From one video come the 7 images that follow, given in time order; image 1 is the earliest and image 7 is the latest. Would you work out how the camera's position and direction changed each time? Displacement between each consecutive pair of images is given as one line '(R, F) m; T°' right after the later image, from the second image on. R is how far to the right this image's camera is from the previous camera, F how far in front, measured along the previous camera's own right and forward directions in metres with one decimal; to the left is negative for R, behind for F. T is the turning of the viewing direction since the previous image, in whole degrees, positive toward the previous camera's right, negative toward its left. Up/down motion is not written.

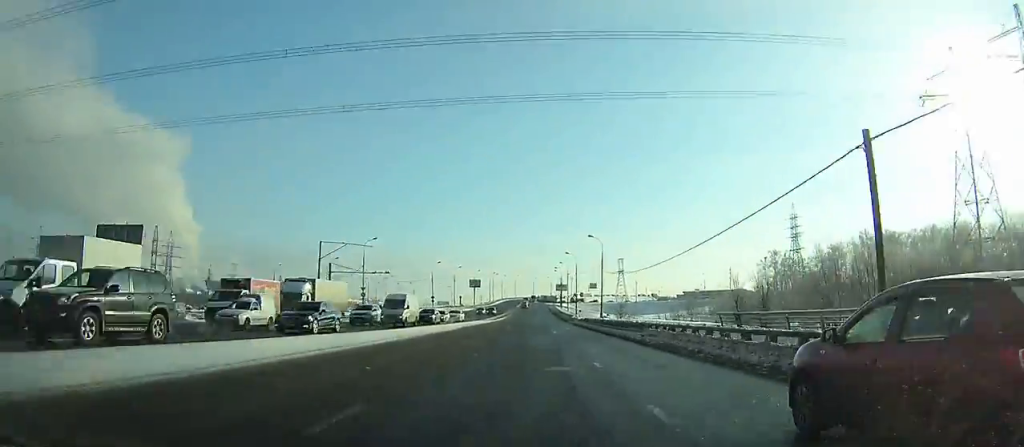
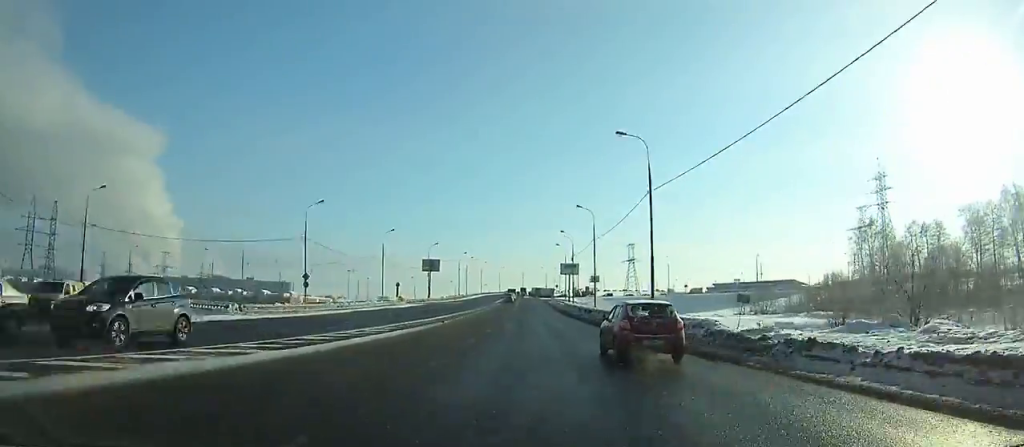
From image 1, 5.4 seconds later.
(+1.3, +73.4) m; +2°
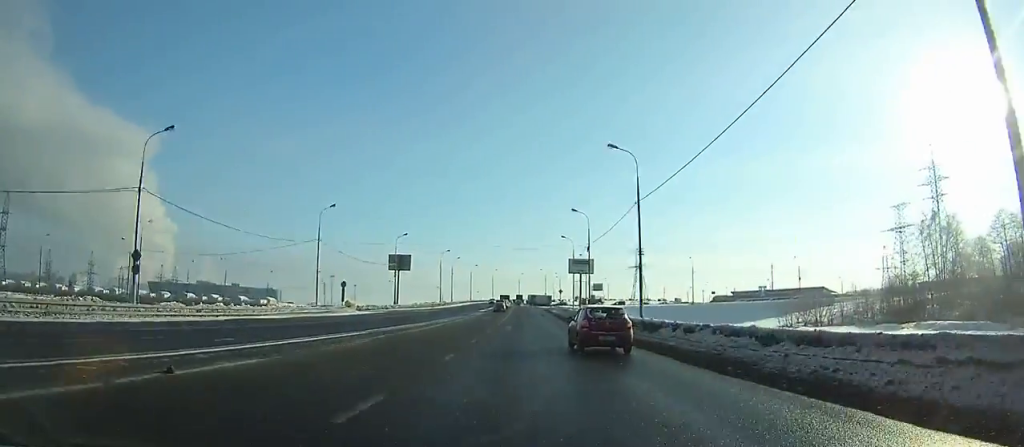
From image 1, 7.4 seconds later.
(+0.1, +29.9) m; 0°
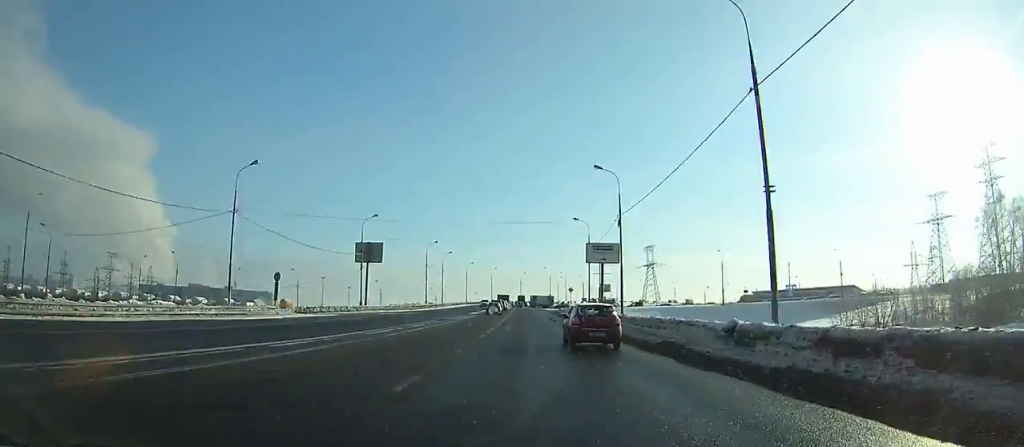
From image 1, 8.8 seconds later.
(0.0, +20.8) m; 0°
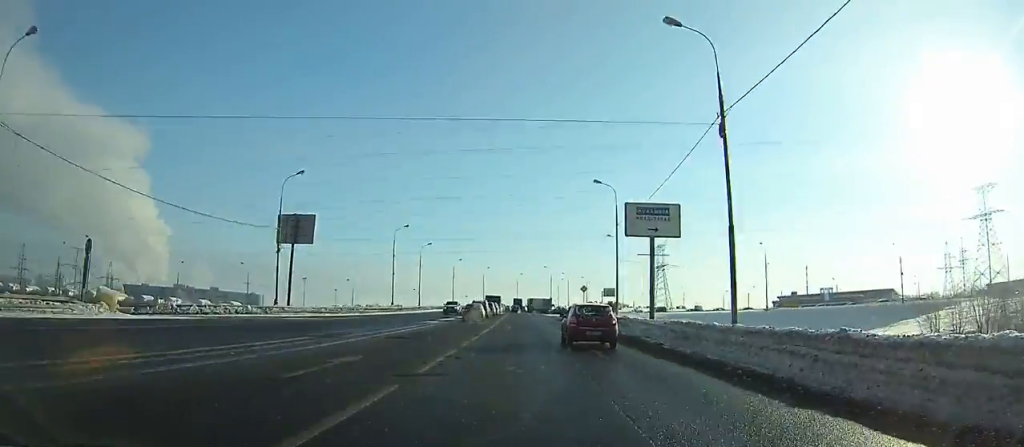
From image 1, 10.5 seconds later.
(-0.1, +25.0) m; 0°
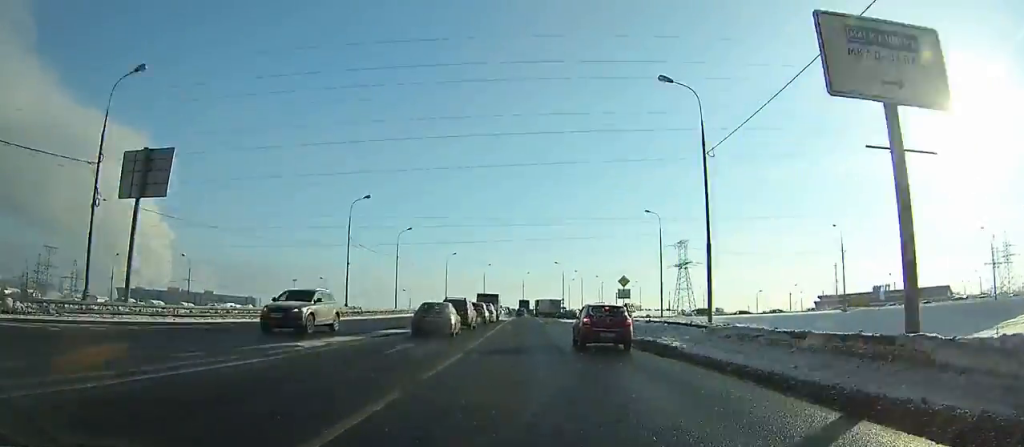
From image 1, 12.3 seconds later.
(+0.3, +24.5) m; 0°
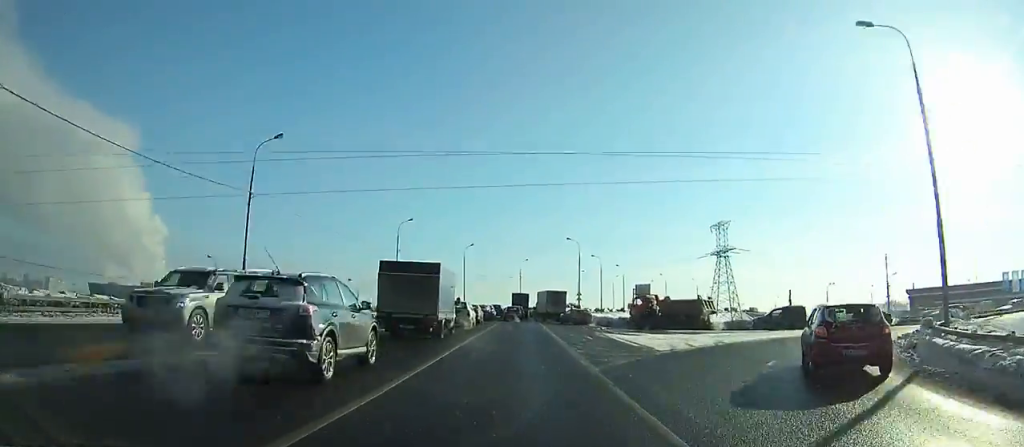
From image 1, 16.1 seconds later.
(0.0, +45.8) m; 0°
